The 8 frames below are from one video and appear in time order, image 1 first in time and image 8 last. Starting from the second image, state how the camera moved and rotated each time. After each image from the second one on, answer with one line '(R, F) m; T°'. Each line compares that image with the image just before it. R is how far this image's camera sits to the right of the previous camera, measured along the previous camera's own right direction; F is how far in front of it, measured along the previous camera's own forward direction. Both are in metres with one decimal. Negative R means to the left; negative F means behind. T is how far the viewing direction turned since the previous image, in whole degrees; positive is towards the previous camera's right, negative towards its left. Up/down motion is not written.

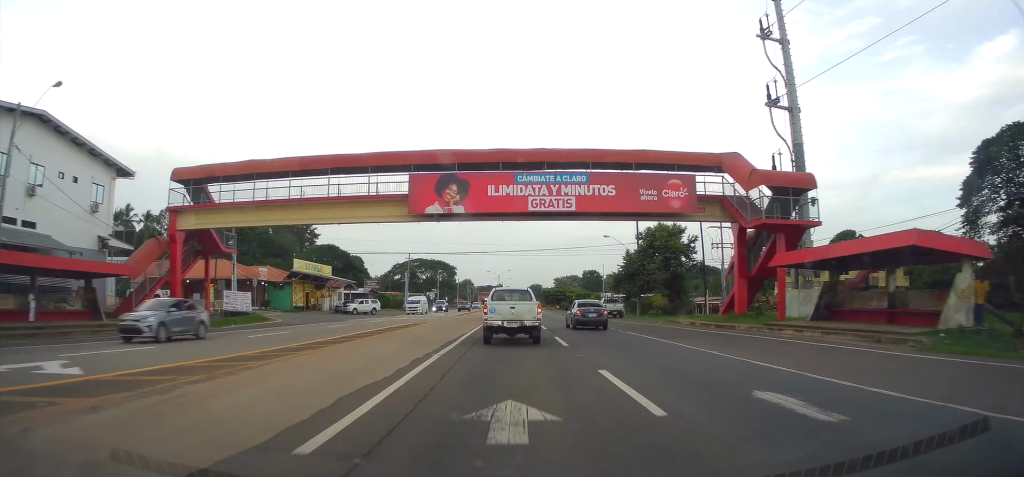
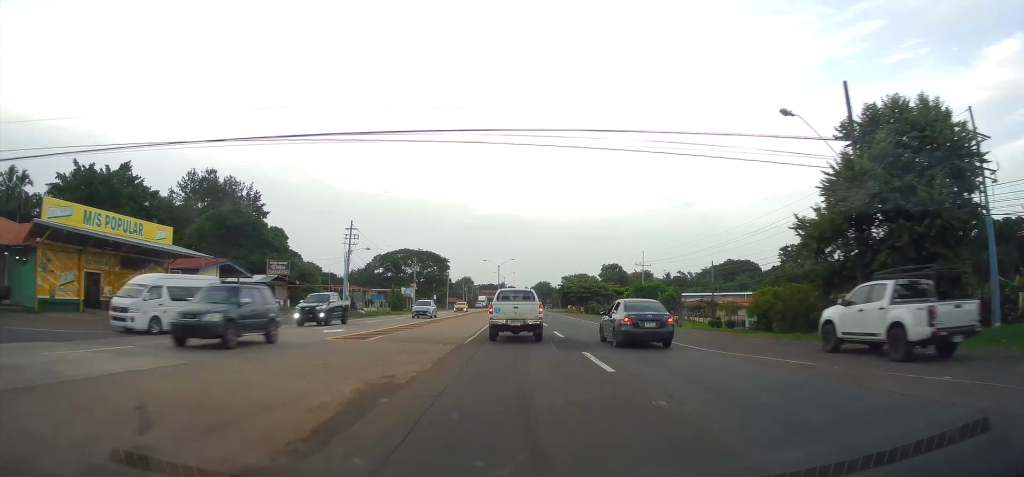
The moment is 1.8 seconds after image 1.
(-0.1, +42.2) m; 0°
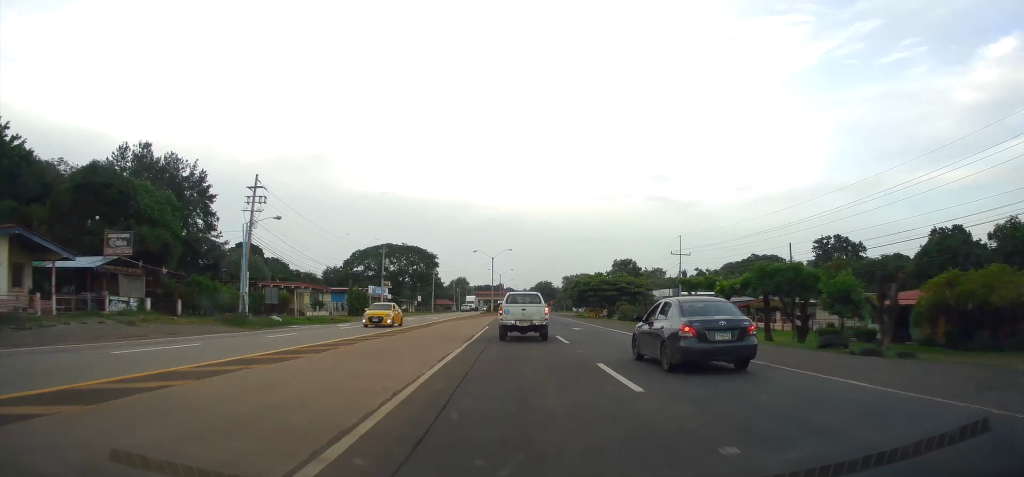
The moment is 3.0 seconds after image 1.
(0.0, +26.1) m; 0°
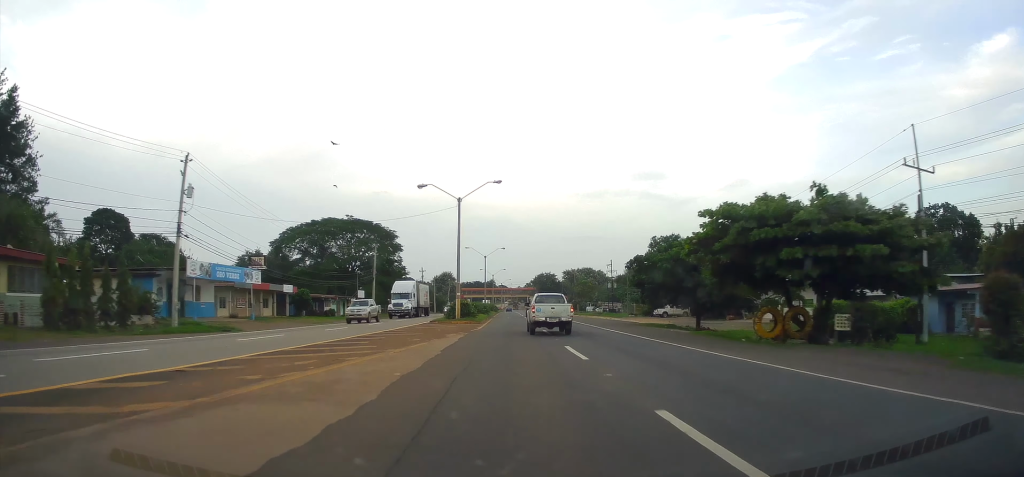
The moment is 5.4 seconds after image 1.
(-0.1, +53.0) m; -1°
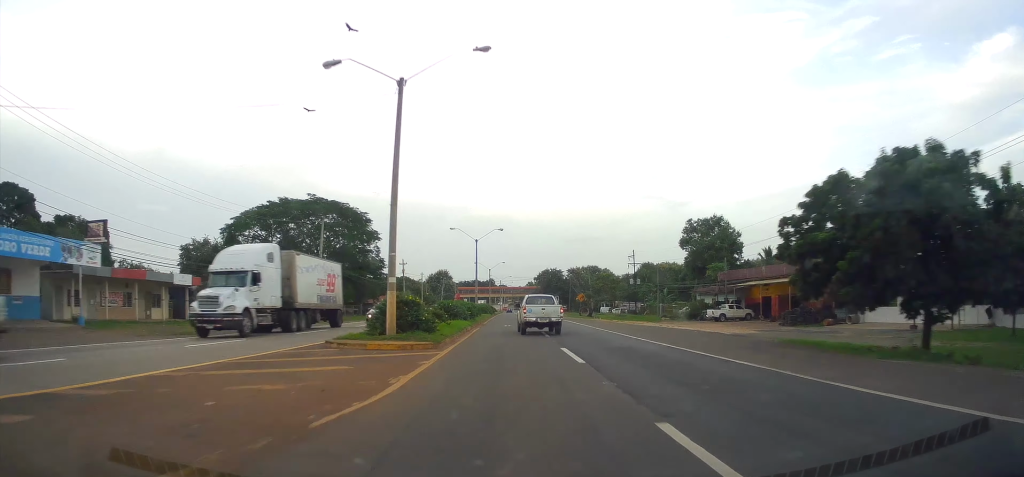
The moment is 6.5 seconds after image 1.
(-0.3, +23.7) m; 0°
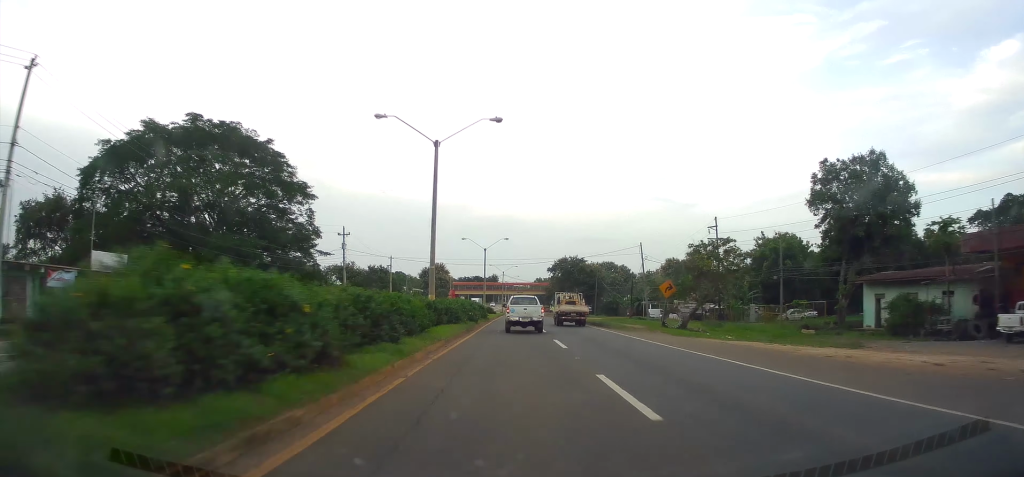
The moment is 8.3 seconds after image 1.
(+0.3, +40.8) m; 0°
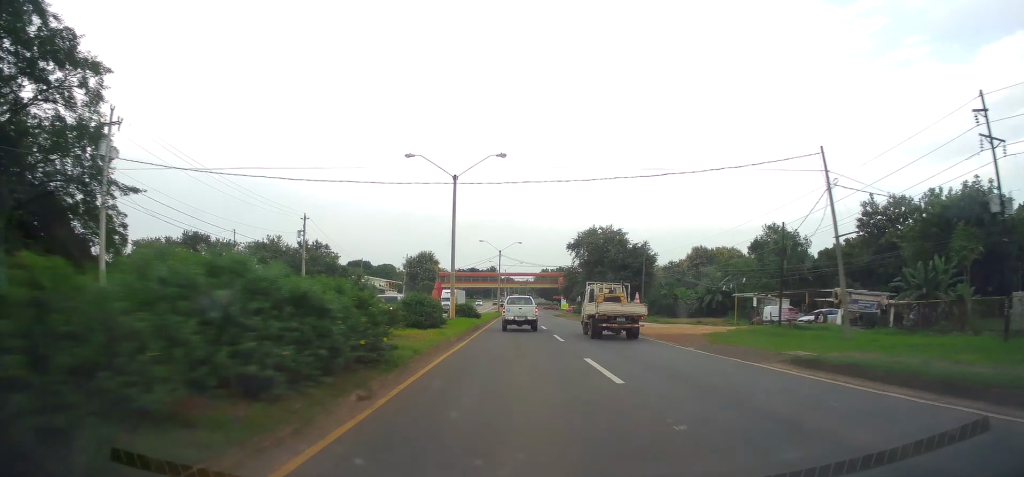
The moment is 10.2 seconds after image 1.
(+0.1, +41.6) m; 0°
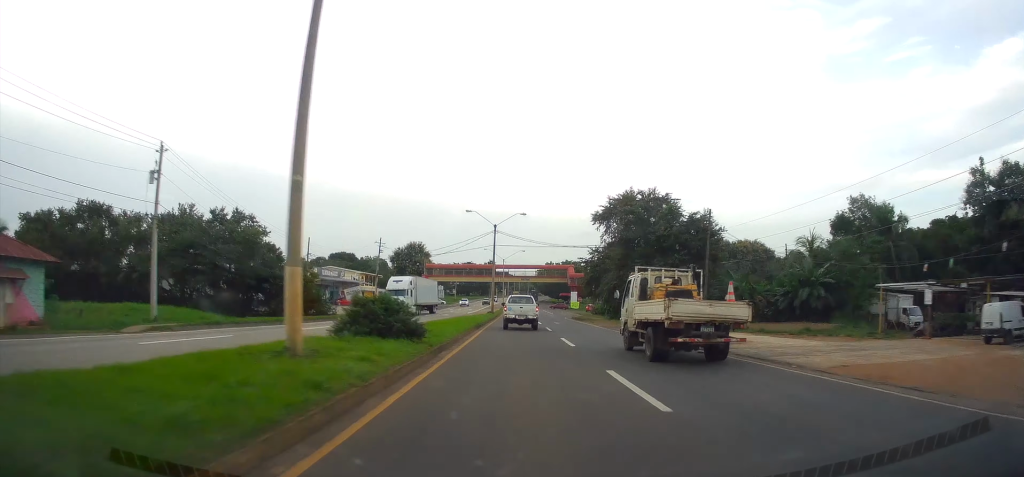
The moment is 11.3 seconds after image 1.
(0.0, +24.9) m; 0°
